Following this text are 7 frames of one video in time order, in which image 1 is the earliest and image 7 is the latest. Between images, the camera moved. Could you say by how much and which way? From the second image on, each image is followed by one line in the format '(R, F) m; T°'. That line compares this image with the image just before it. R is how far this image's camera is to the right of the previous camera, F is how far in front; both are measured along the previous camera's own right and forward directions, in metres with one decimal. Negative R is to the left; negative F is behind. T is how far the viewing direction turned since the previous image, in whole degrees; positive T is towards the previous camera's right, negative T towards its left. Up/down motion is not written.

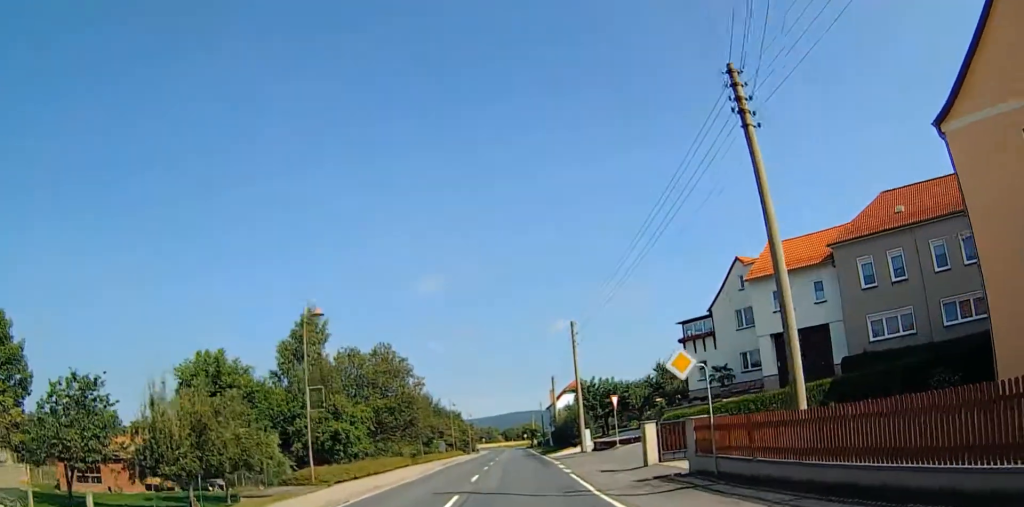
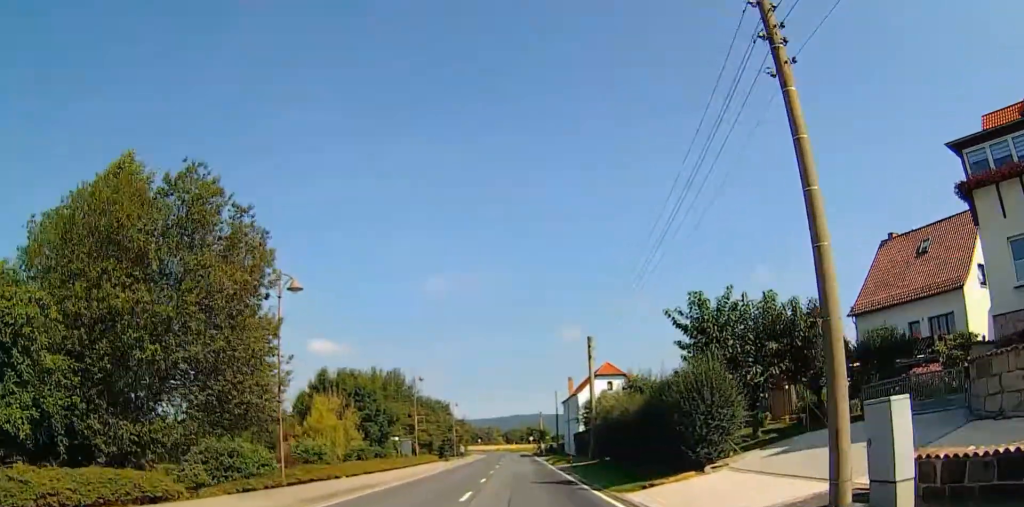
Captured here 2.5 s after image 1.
(+0.6, +33.7) m; -1°
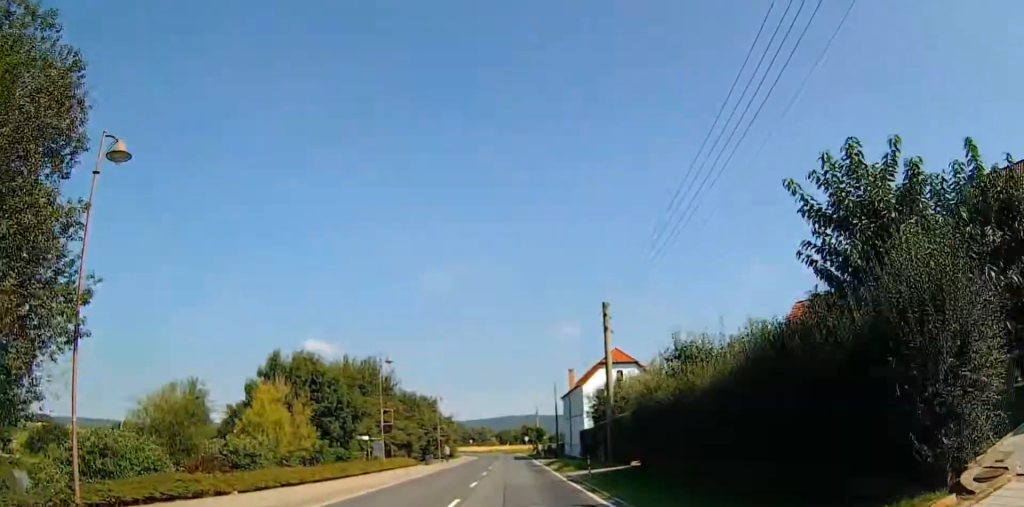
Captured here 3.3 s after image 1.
(0.0, +11.2) m; 0°
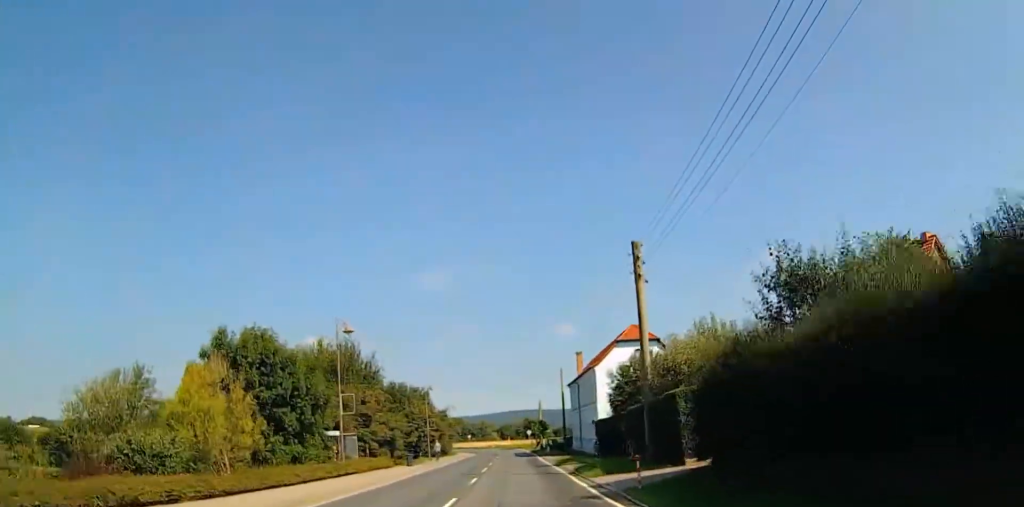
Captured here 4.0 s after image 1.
(0.0, +9.7) m; 0°
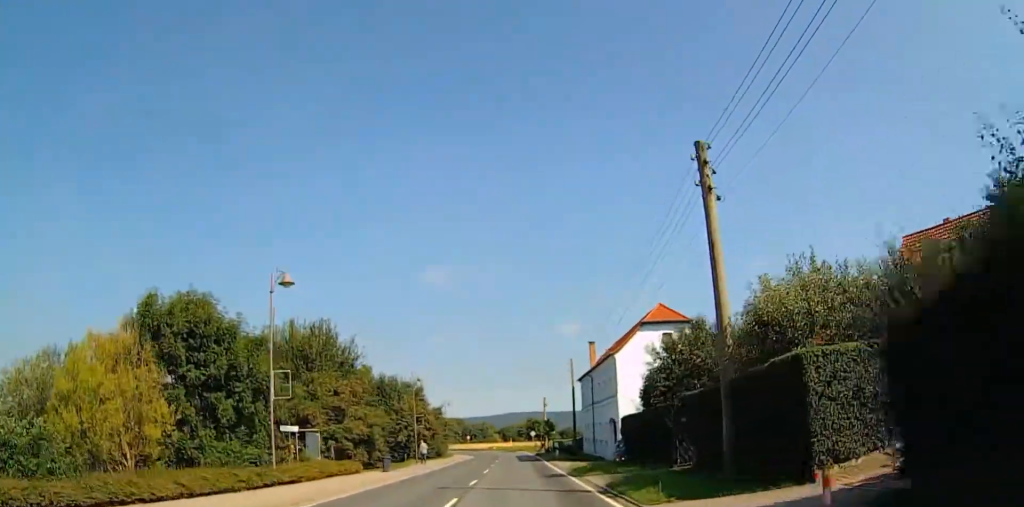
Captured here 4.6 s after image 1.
(0.0, +9.1) m; -1°
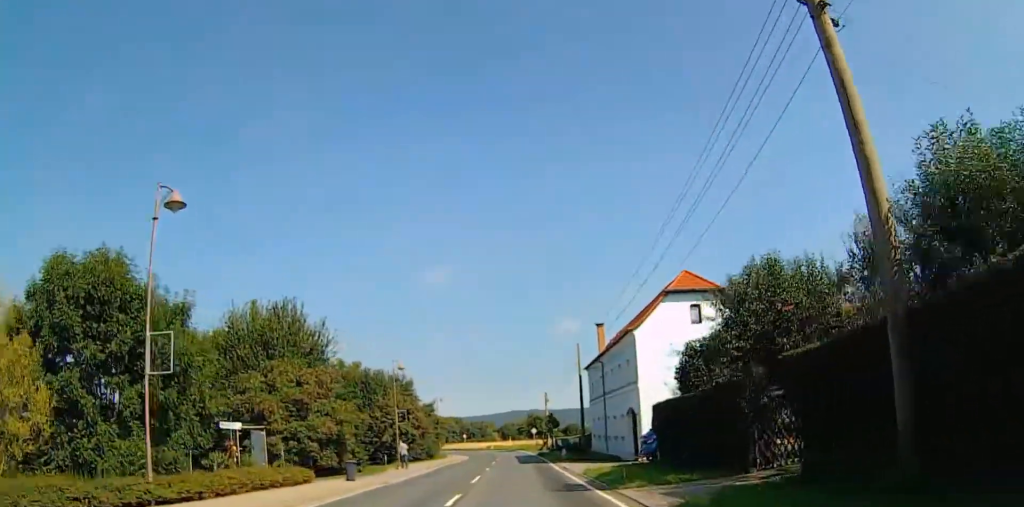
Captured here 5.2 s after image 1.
(-0.1, +7.6) m; -1°
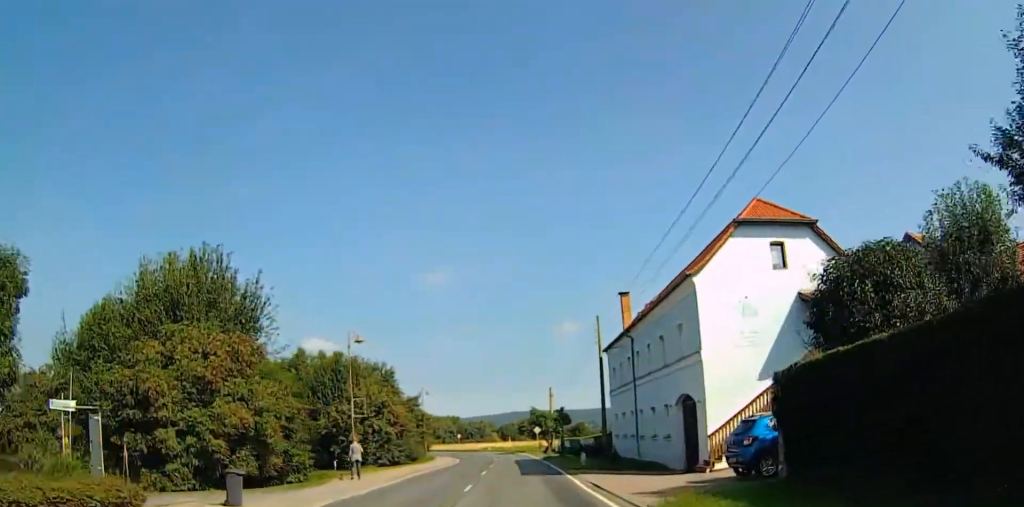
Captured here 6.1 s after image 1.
(-0.3, +11.6) m; -1°
